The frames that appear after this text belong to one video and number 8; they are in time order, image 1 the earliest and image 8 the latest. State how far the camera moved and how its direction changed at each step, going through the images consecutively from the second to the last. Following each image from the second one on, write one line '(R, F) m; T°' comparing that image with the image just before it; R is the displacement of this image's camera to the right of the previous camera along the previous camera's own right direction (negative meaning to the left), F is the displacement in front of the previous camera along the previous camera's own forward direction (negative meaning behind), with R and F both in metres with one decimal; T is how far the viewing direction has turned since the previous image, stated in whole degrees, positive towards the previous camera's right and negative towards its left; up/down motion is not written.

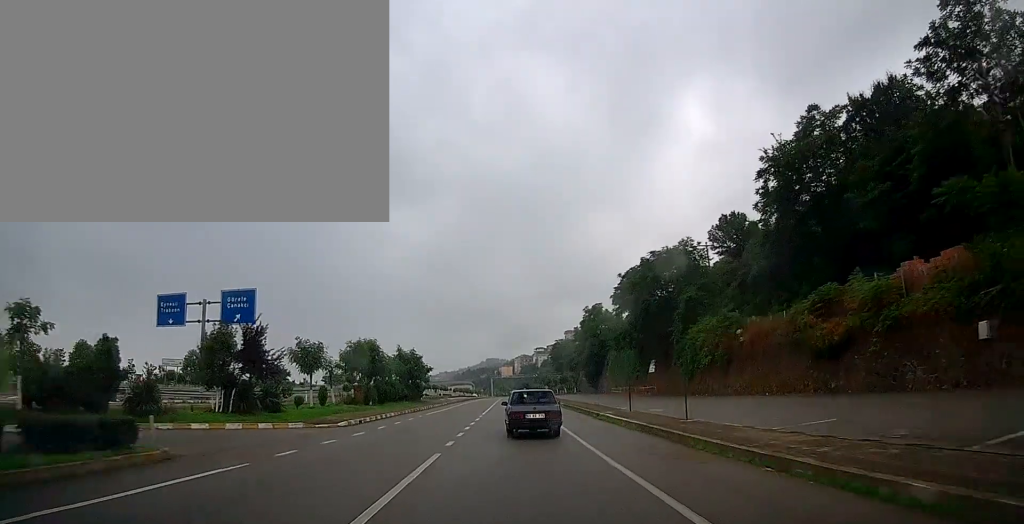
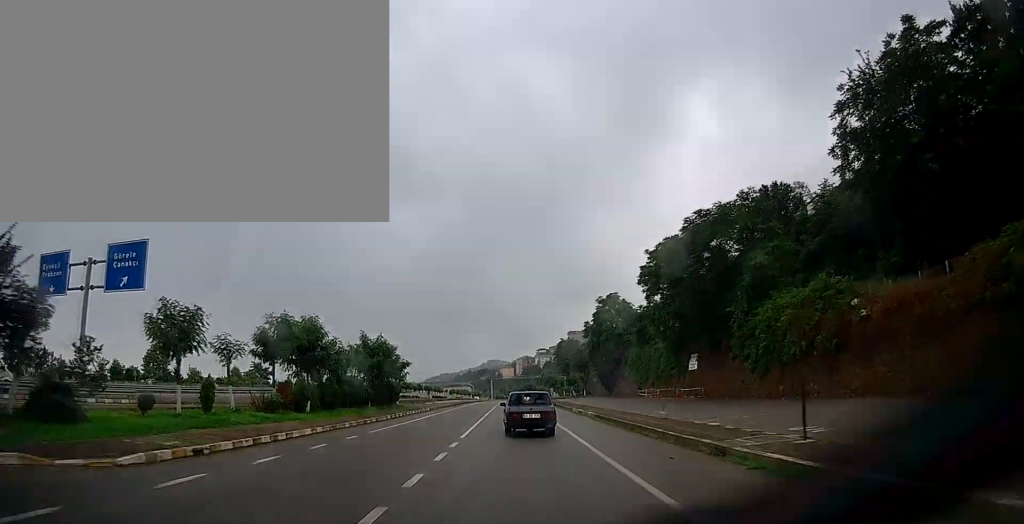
(+0.3, +15.2) m; 0°
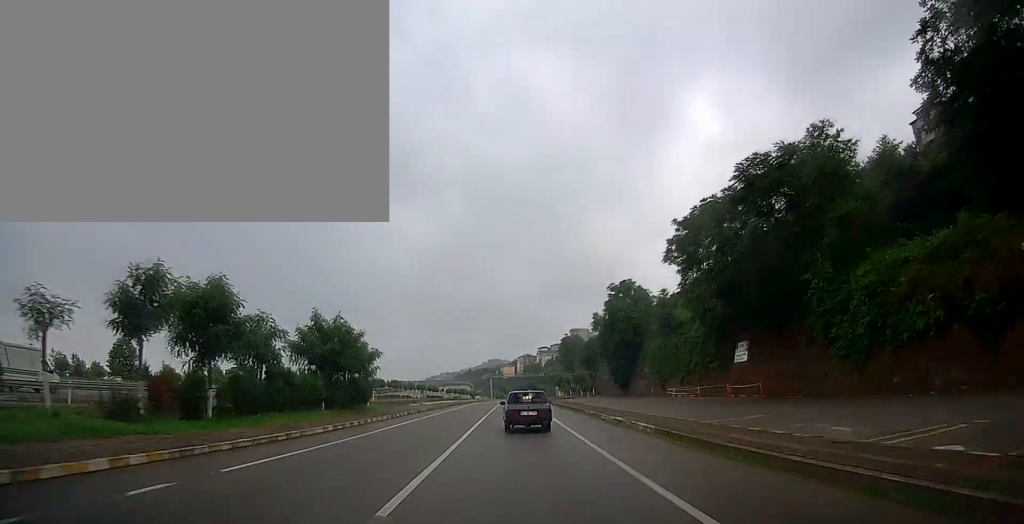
(-0.3, +11.3) m; 0°
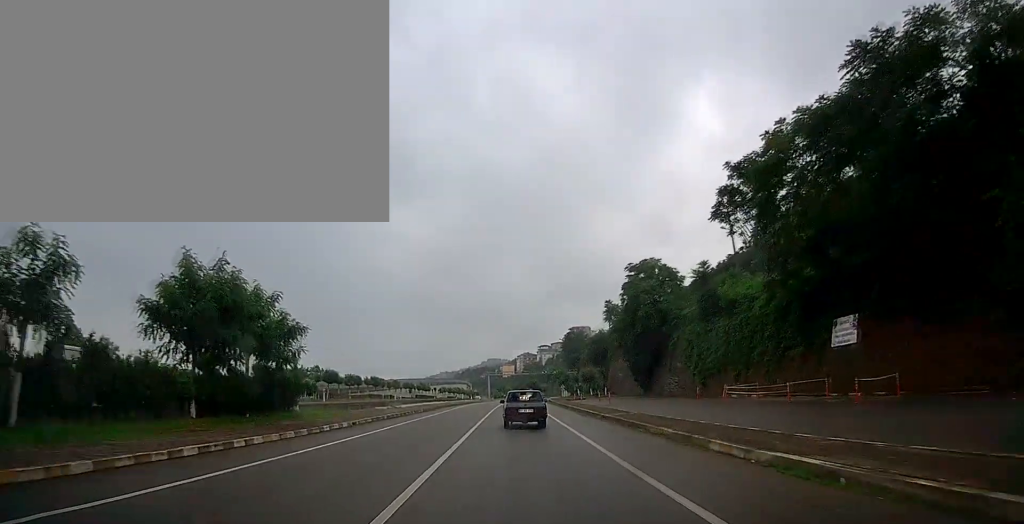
(+0.4, +14.1) m; 0°
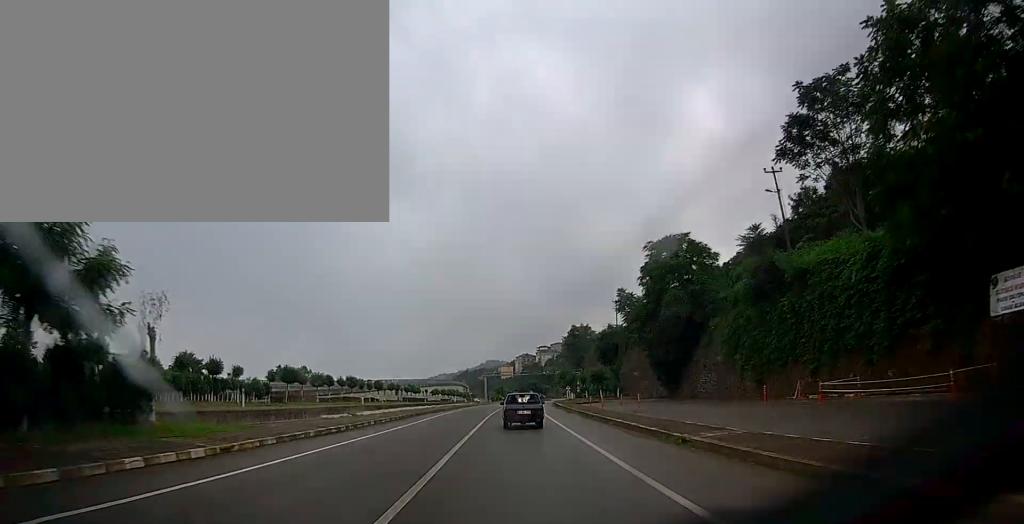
(-0.3, +12.0) m; -1°
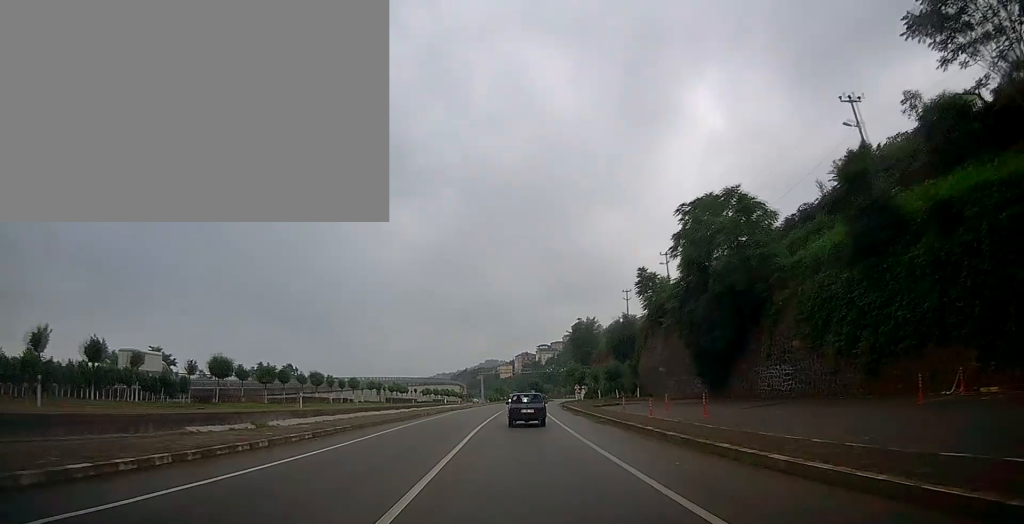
(-0.1, +13.2) m; +1°
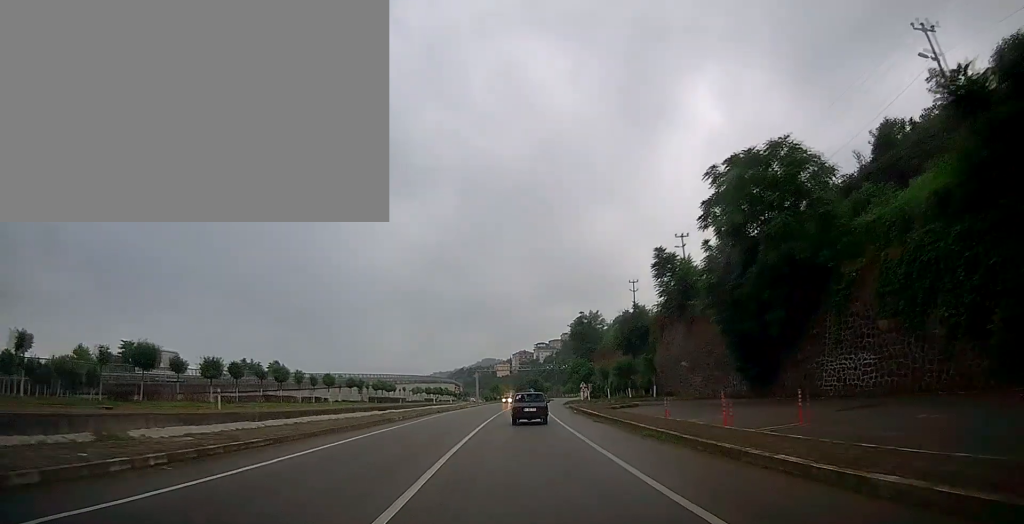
(+0.1, +9.0) m; +1°
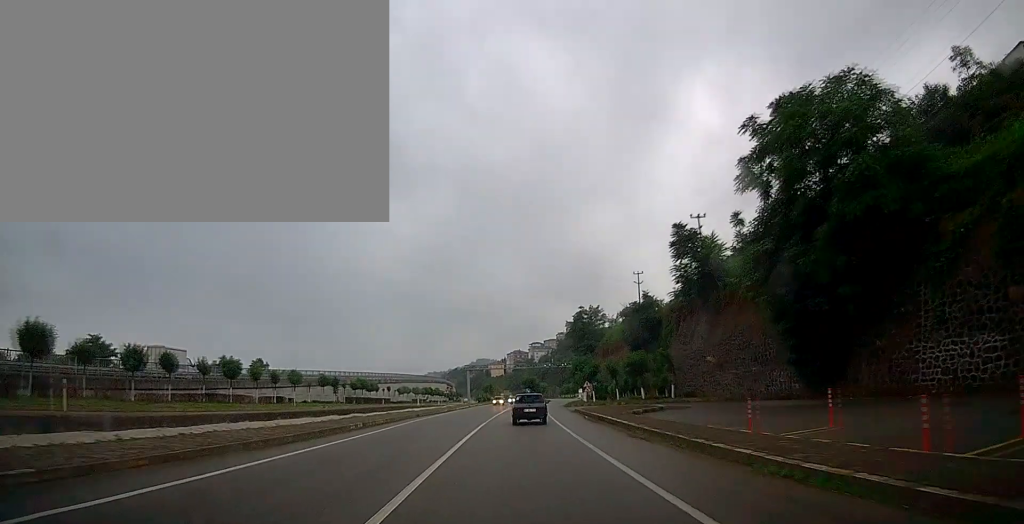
(+0.2, +8.6) m; +1°
